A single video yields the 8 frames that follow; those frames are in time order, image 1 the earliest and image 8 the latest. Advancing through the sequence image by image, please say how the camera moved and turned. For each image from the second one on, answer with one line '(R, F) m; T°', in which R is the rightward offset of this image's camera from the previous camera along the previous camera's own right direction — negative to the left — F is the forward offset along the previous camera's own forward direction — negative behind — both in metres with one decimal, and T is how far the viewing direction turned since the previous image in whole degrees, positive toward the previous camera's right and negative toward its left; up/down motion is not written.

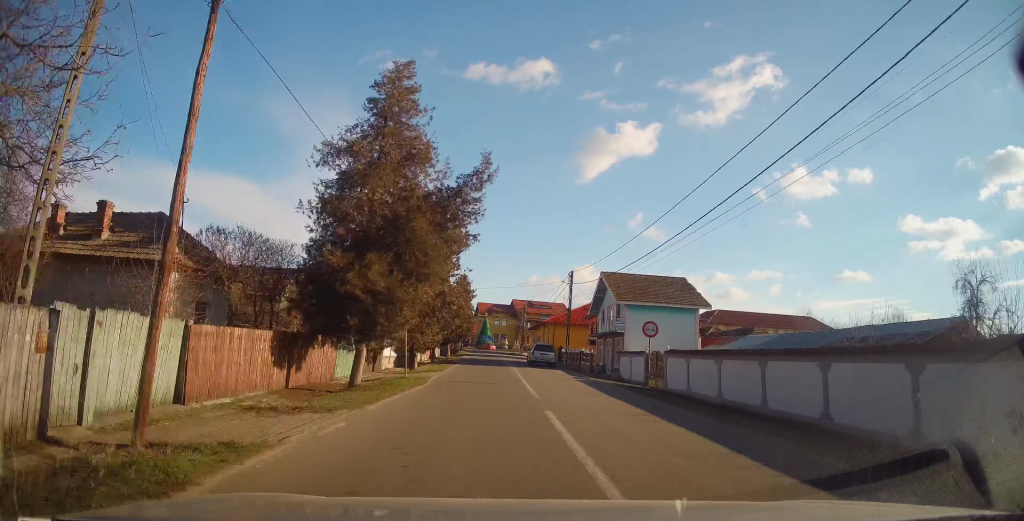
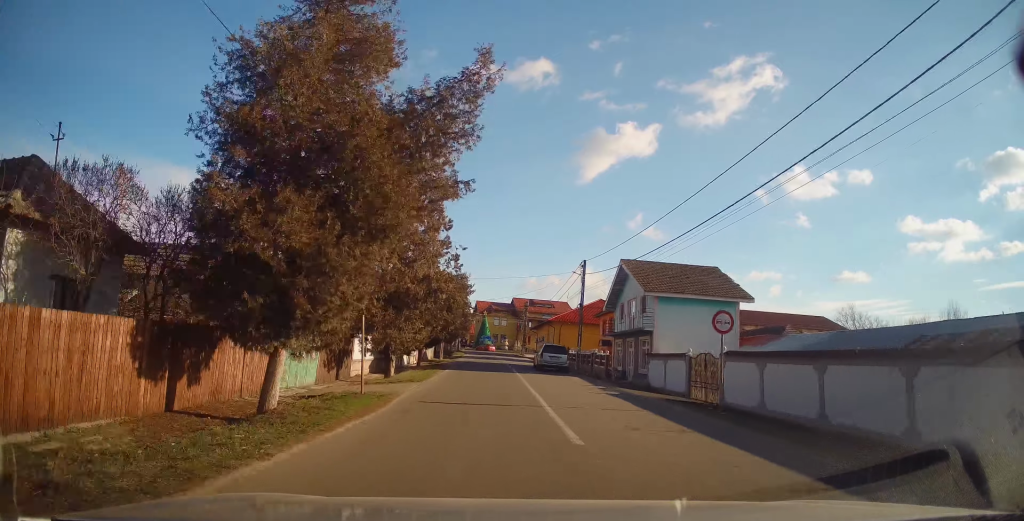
(+0.1, +6.3) m; 0°
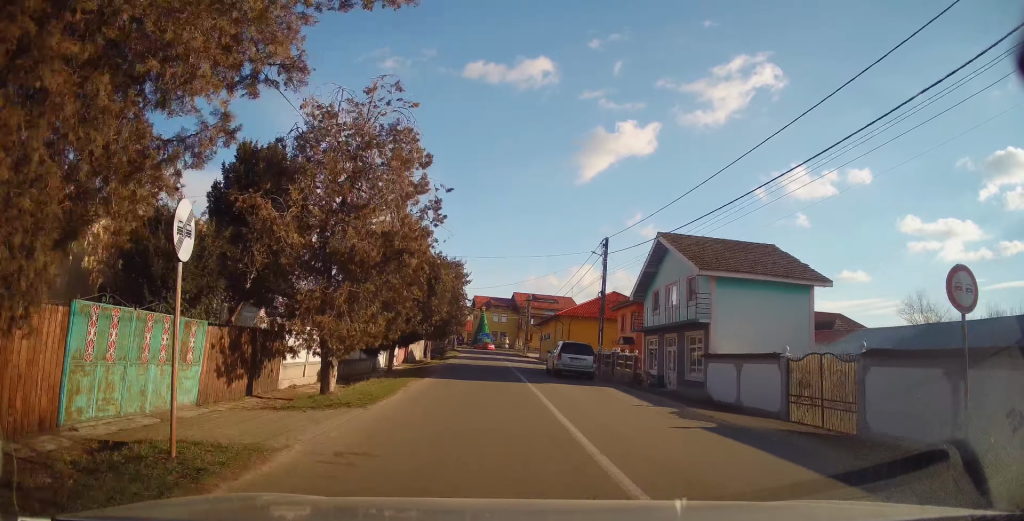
(+0.1, +7.7) m; 0°
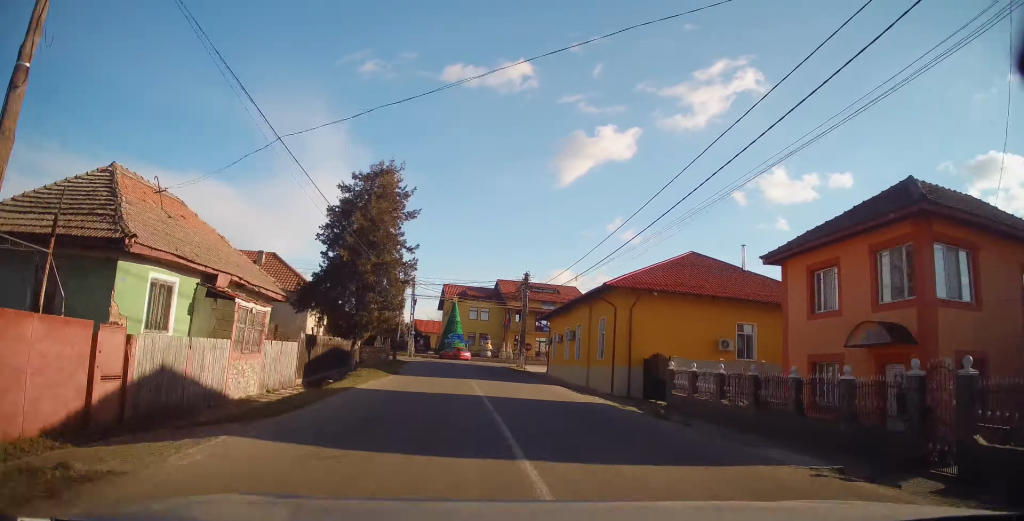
(-0.5, +28.1) m; 0°
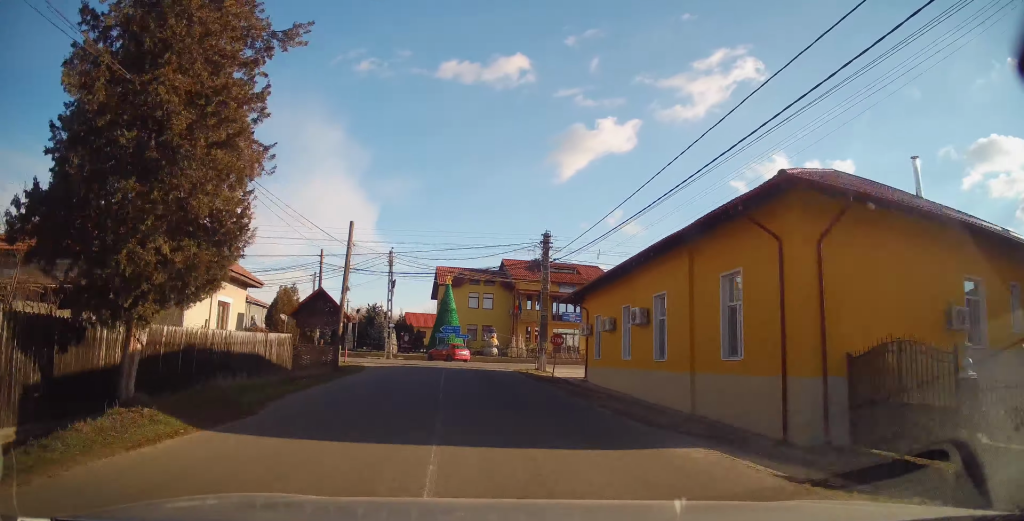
(+0.5, +14.3) m; +2°
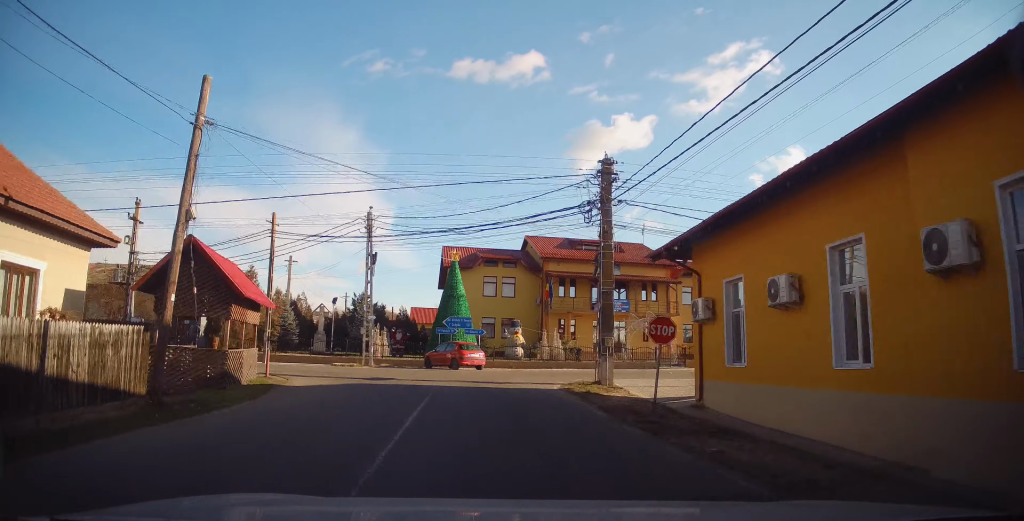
(-0.5, +12.2) m; -4°
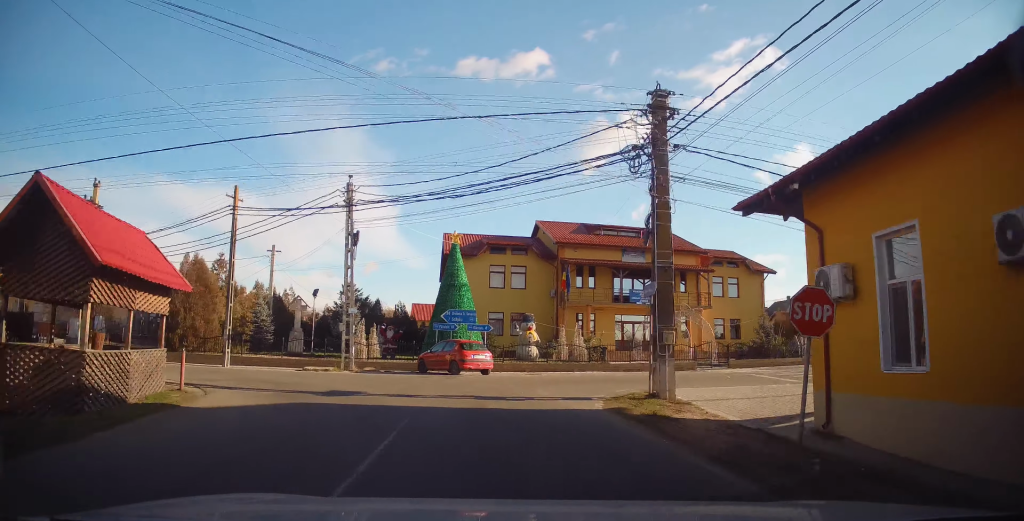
(-0.2, +5.1) m; +1°
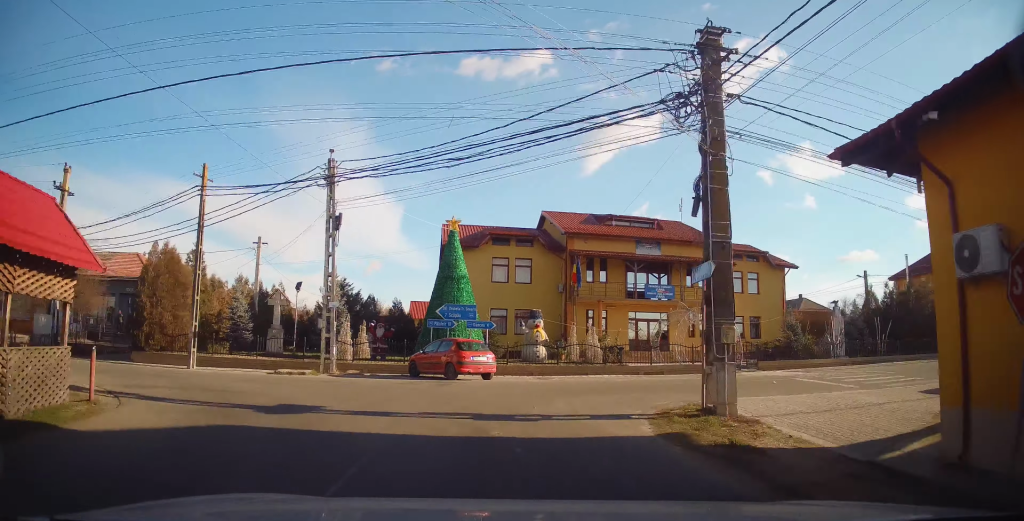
(0.0, +3.3) m; 0°
